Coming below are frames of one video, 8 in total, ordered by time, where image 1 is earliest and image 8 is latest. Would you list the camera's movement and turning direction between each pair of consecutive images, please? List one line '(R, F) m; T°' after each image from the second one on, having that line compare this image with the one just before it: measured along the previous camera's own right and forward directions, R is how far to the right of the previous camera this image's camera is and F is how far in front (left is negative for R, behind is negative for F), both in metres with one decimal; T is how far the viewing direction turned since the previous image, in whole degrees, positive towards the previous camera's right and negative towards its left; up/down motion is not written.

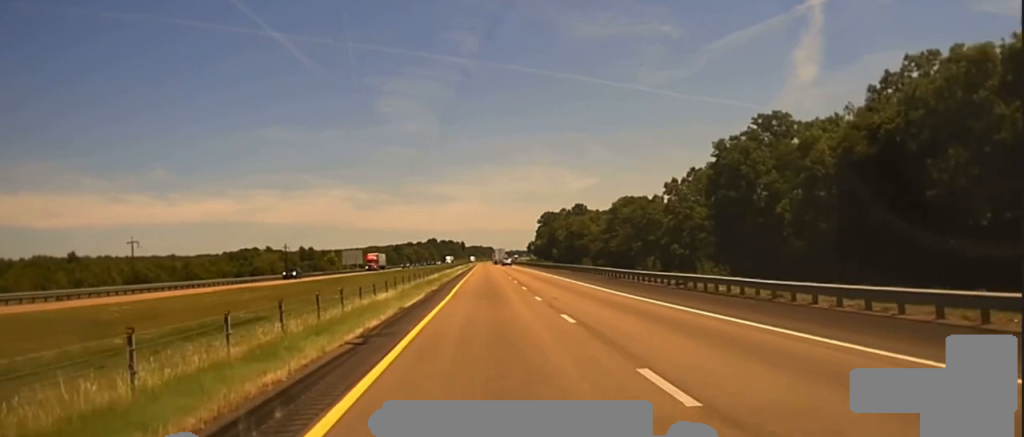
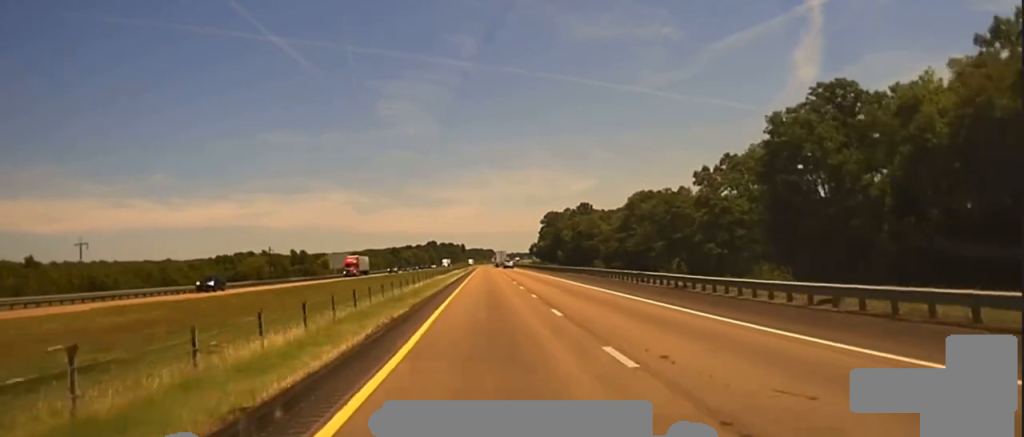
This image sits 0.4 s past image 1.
(+0.1, +18.5) m; 0°
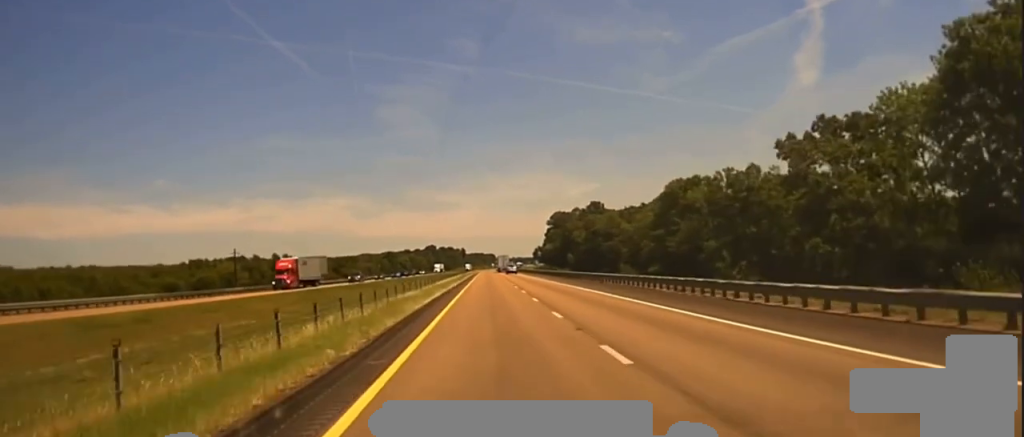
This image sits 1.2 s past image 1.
(+0.1, +33.9) m; 0°
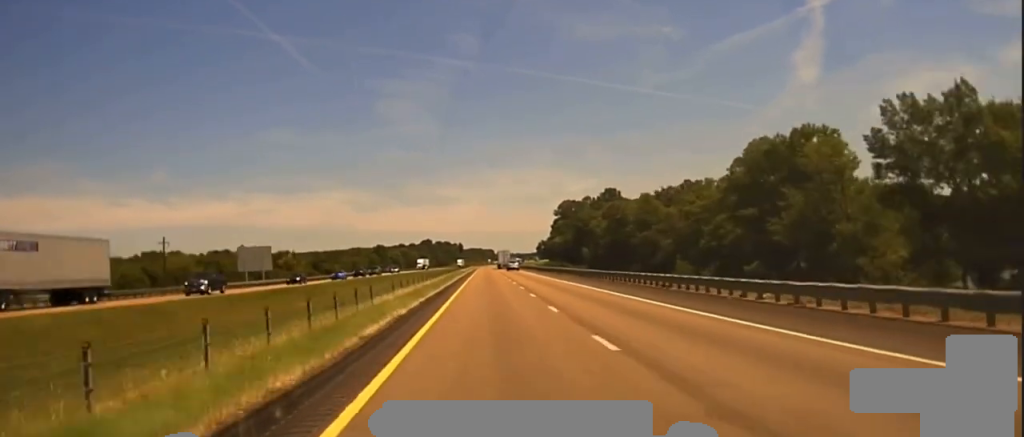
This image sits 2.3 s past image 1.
(-0.3, +43.0) m; 0°
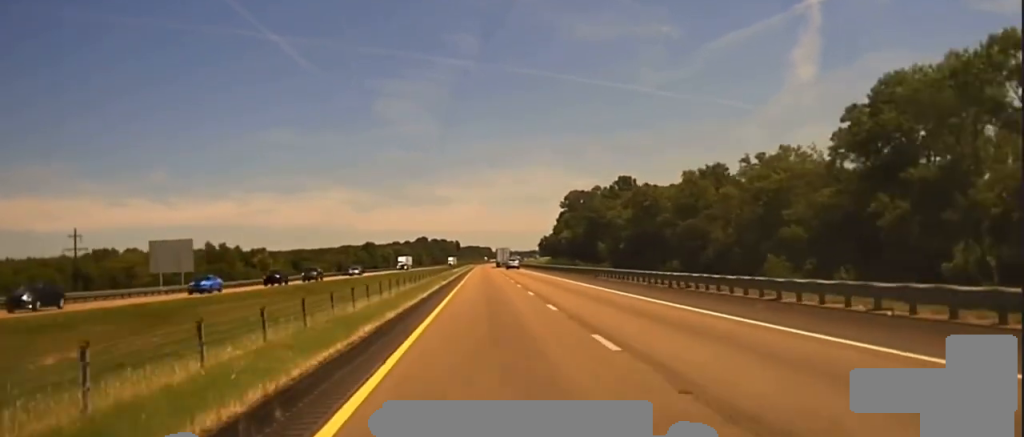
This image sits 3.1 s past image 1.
(0.0, +32.1) m; 0°
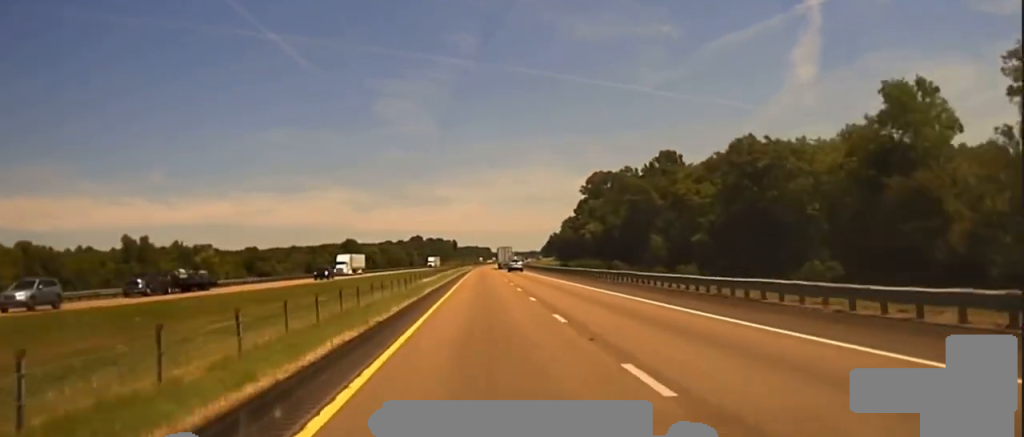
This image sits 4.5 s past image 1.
(+0.4, +59.9) m; +1°
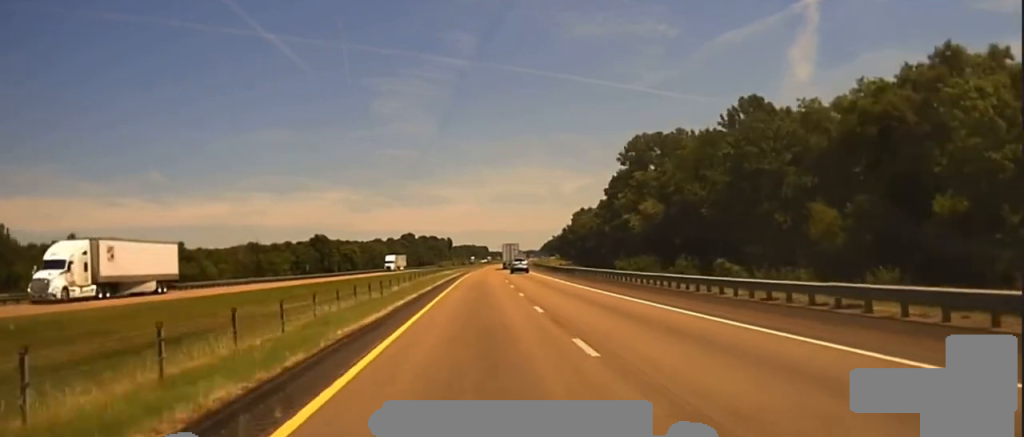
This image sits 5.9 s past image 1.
(+0.3, +75.2) m; 0°
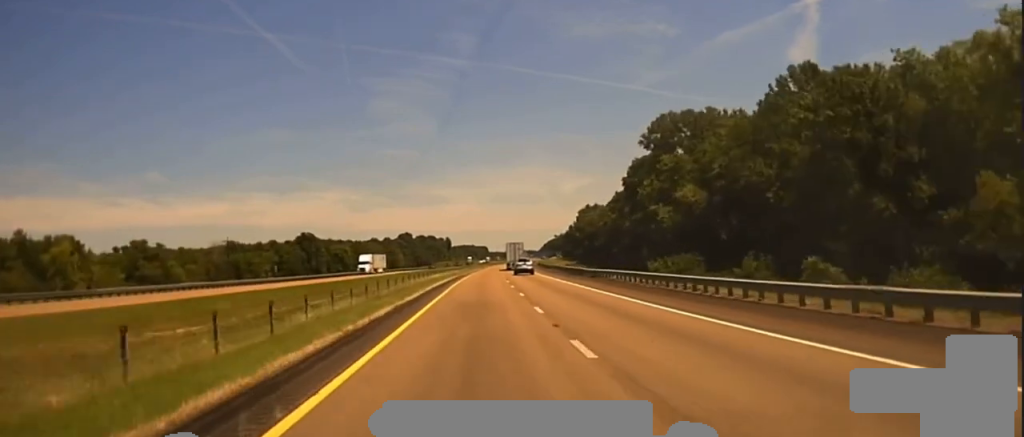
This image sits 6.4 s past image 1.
(-0.1, +26.8) m; 0°
